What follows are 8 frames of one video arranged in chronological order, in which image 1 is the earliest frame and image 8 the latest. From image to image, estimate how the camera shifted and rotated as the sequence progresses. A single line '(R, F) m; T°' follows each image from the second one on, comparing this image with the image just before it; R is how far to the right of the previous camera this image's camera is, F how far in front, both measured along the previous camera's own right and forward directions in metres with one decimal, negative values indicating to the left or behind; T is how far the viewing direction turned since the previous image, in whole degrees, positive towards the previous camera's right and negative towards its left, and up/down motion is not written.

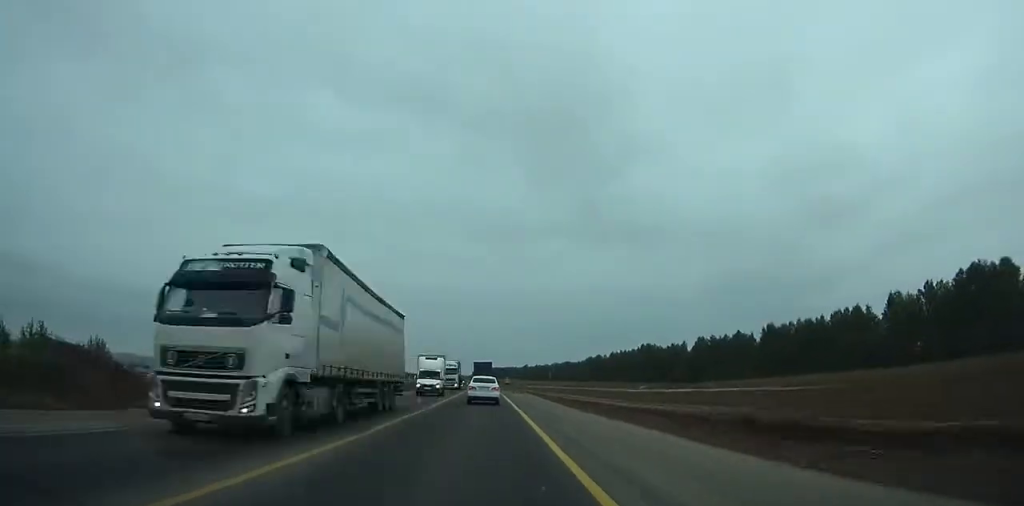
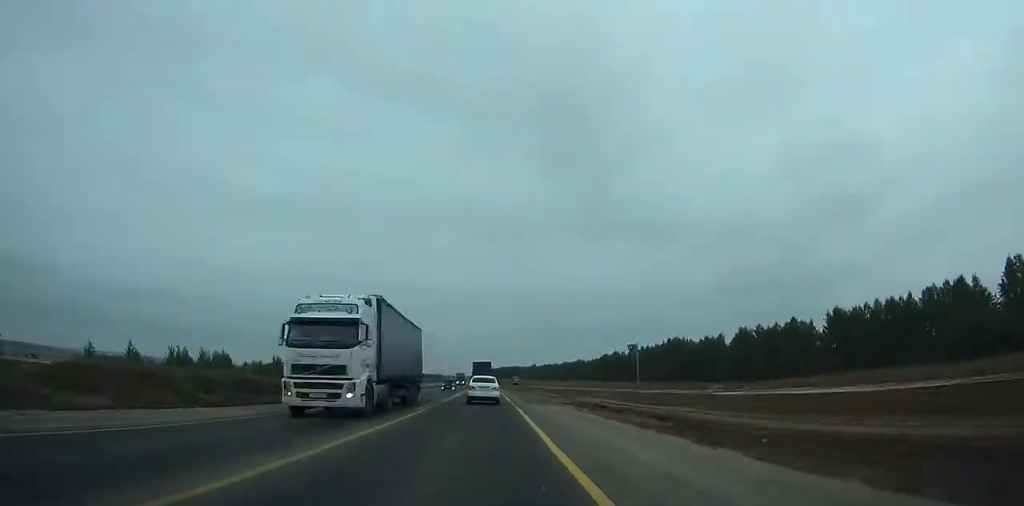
(-0.1, +29.4) m; -1°
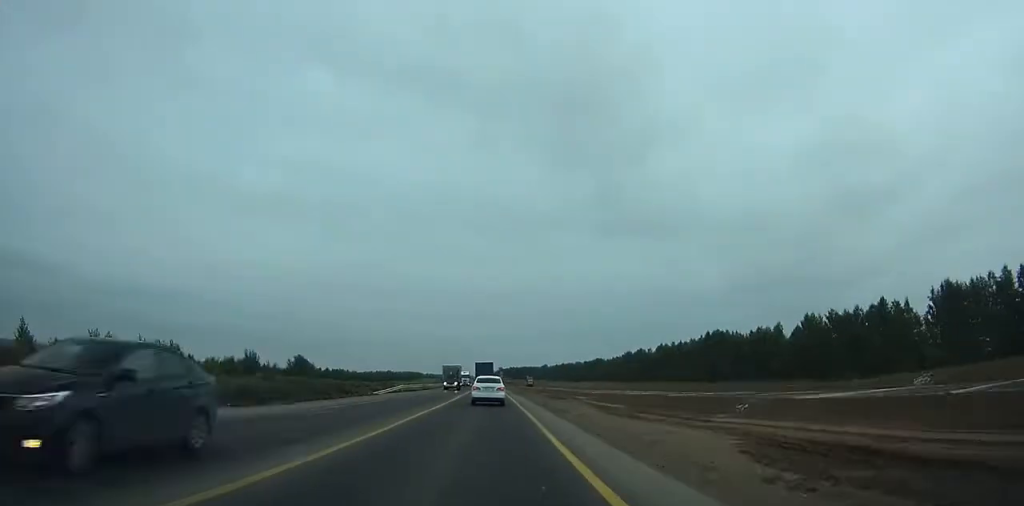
(0.0, +33.5) m; -1°
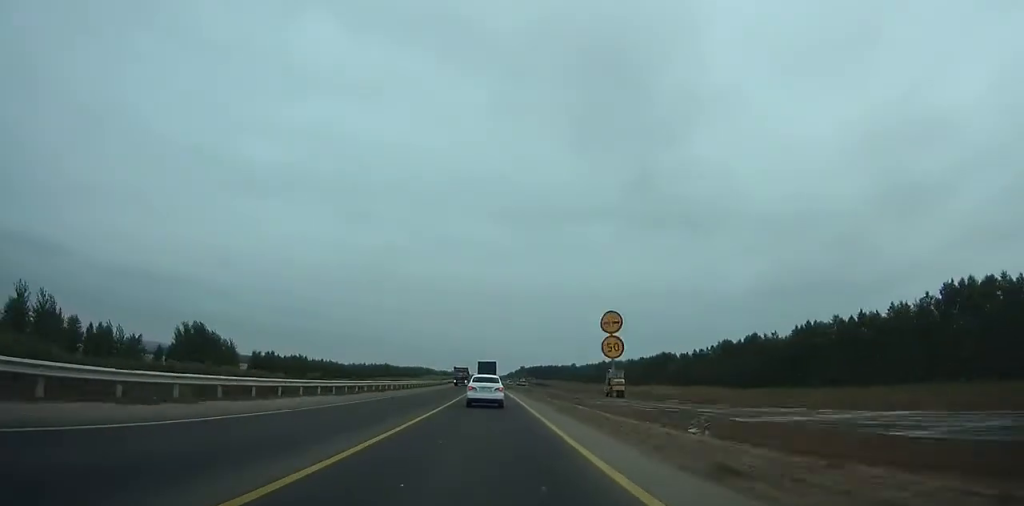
(-2.1, +104.9) m; +2°
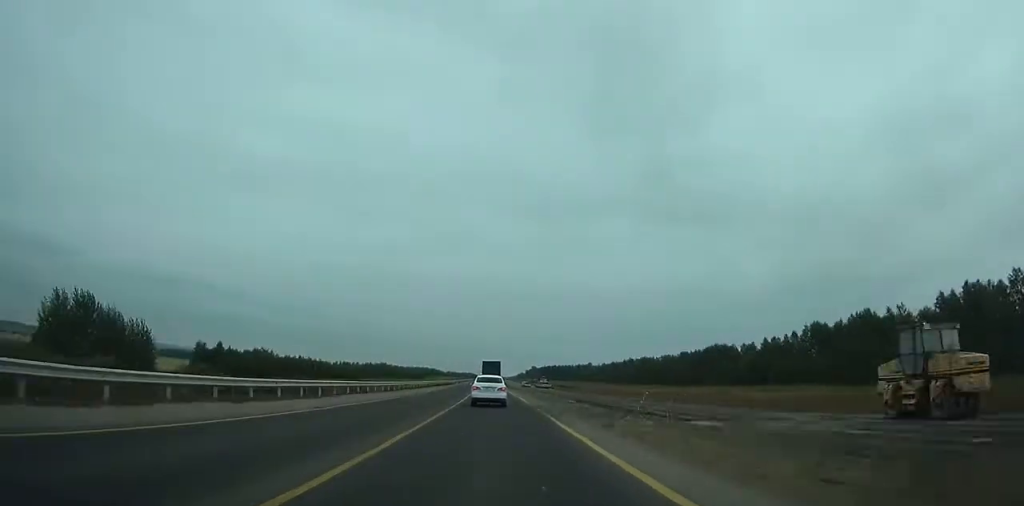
(+3.0, +51.7) m; -4°
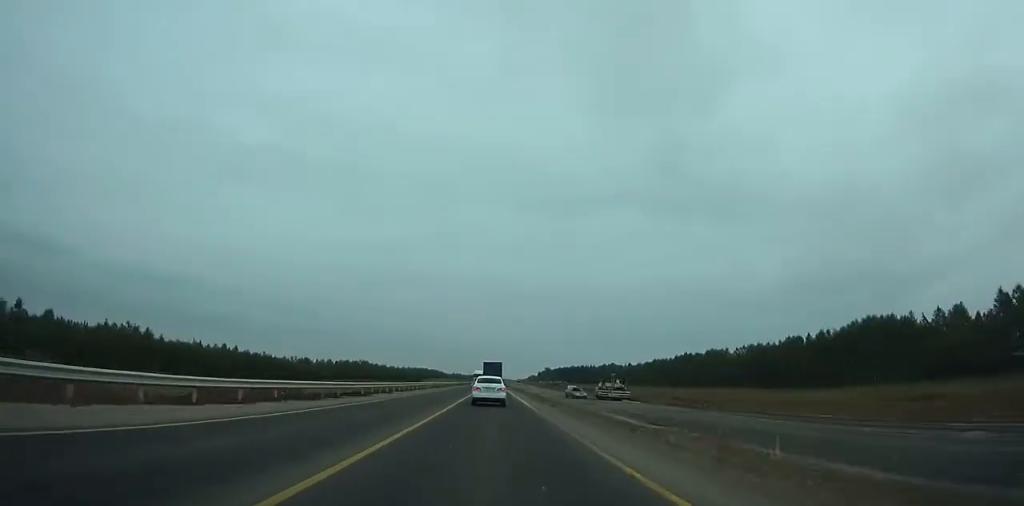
(-9.9, +84.5) m; -7°
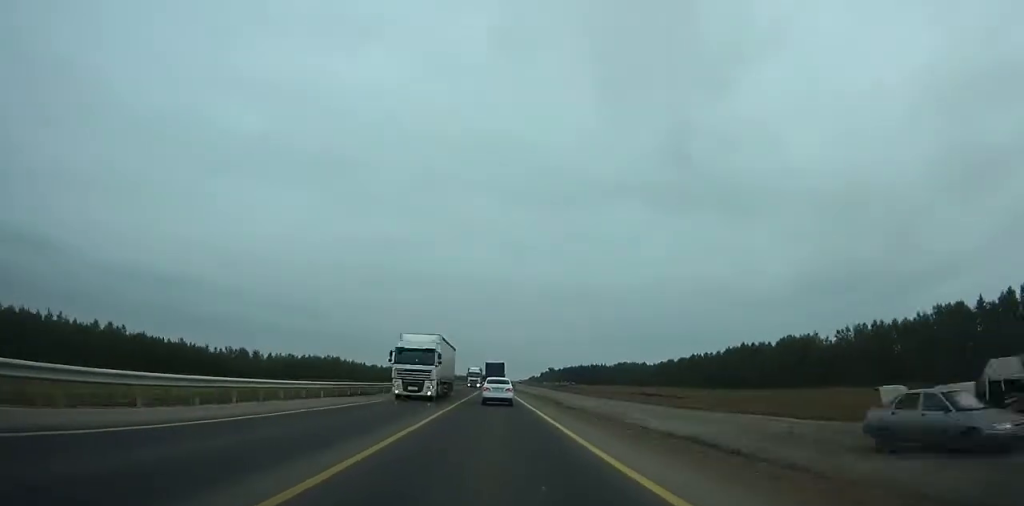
(+3.7, +61.9) m; +3°
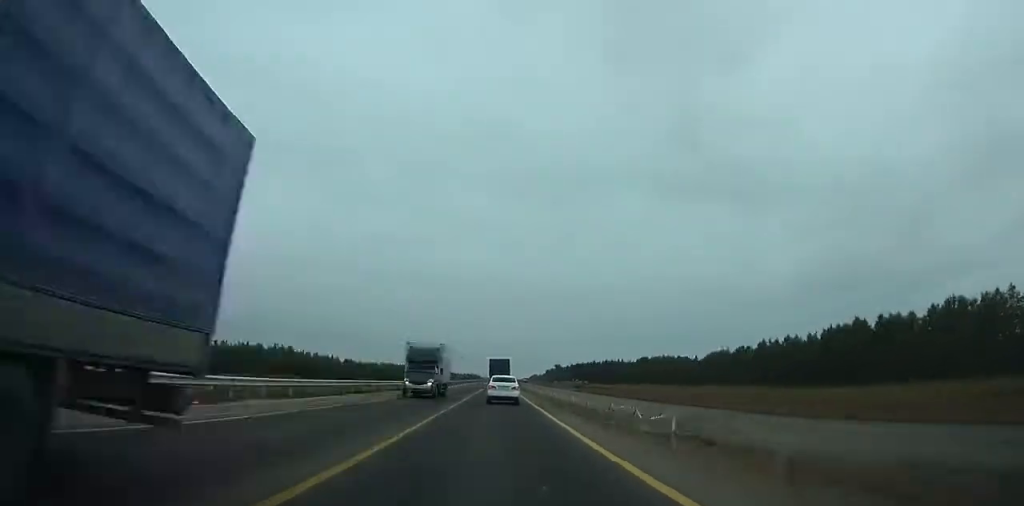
(+0.1, +65.3) m; 0°
